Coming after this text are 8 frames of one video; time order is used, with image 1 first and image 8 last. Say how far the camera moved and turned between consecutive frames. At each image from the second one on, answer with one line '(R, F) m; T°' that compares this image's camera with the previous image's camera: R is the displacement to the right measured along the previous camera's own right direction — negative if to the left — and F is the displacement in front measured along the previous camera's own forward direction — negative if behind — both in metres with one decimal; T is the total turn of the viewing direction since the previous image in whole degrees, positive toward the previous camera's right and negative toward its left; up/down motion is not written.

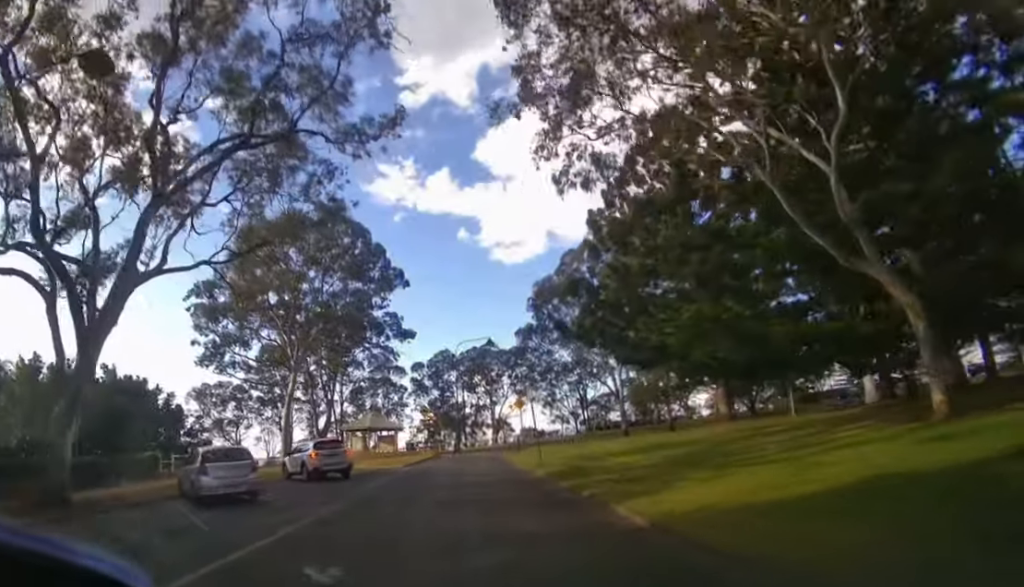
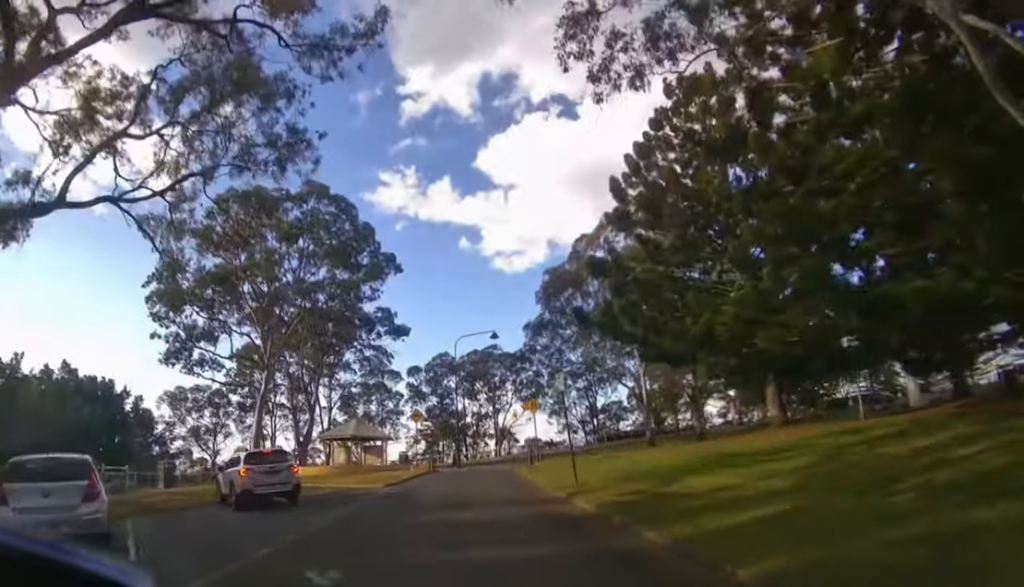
(0.0, +6.2) m; 0°
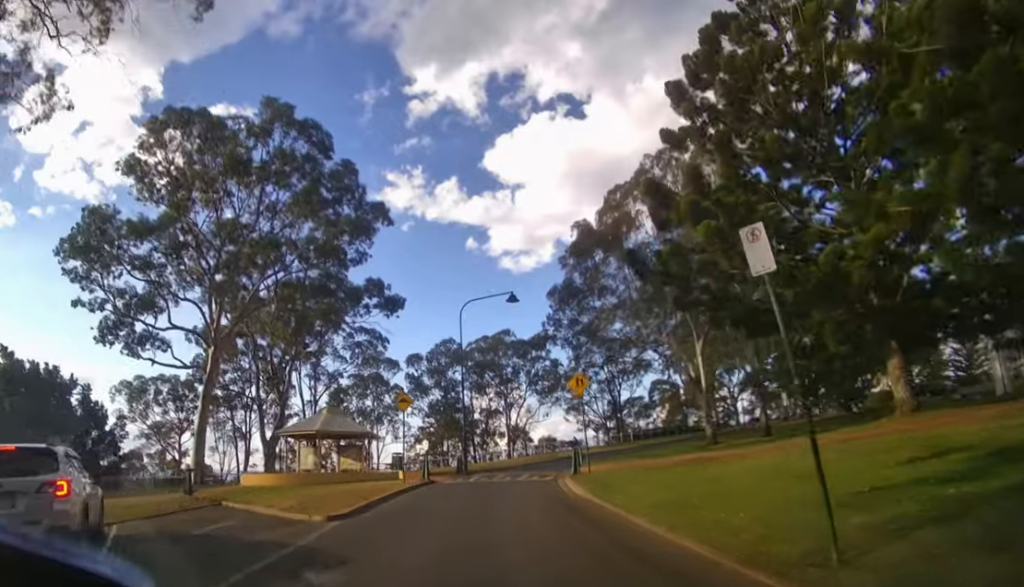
(0.0, +9.1) m; 0°
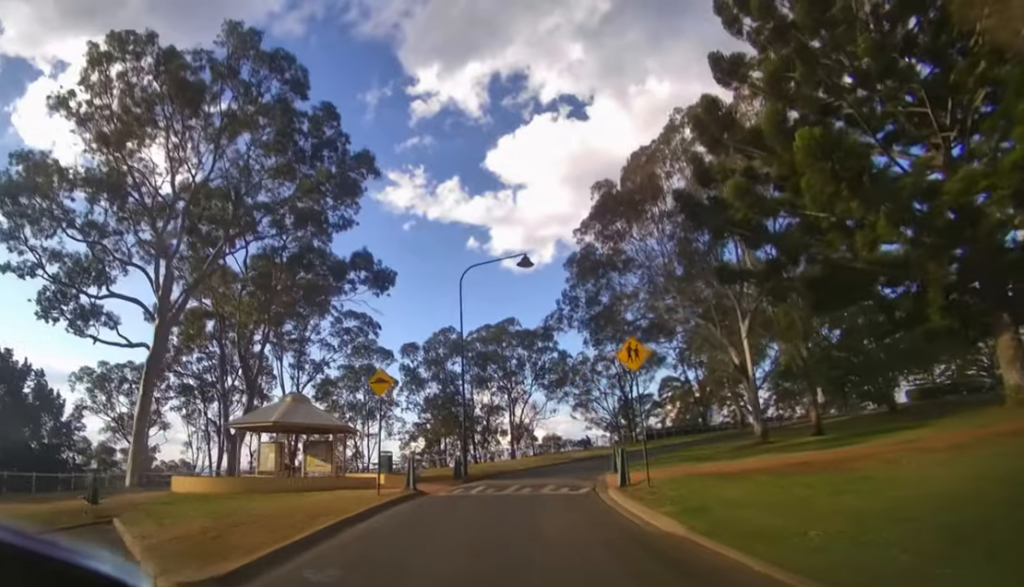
(0.0, +5.7) m; +1°
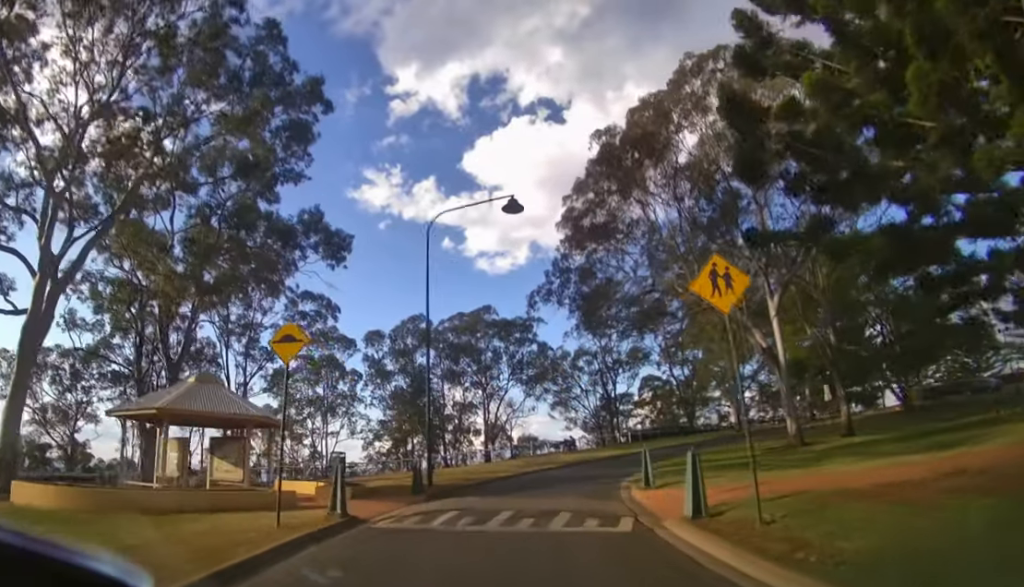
(+0.1, +6.0) m; +2°
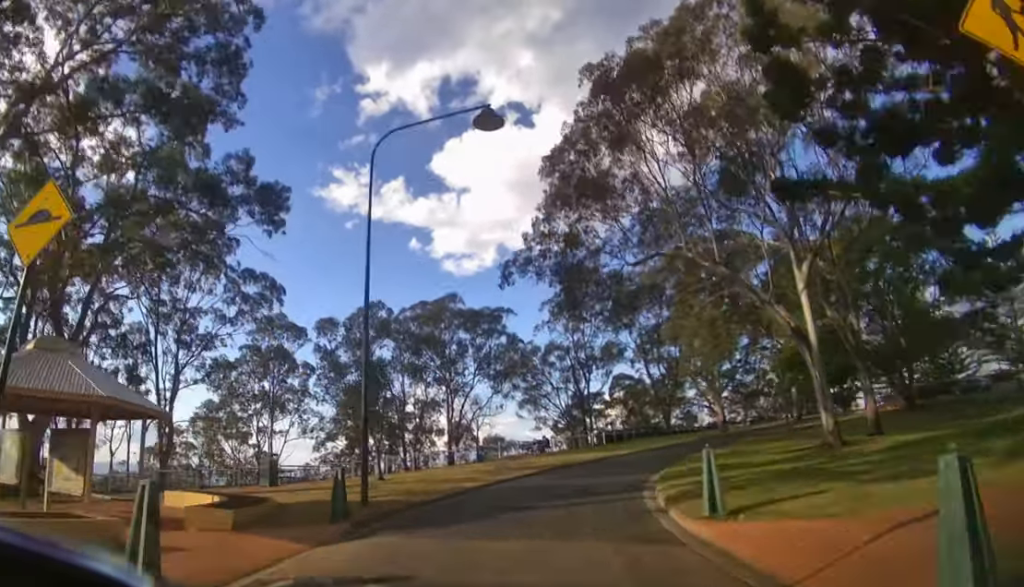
(0.0, +4.5) m; +4°
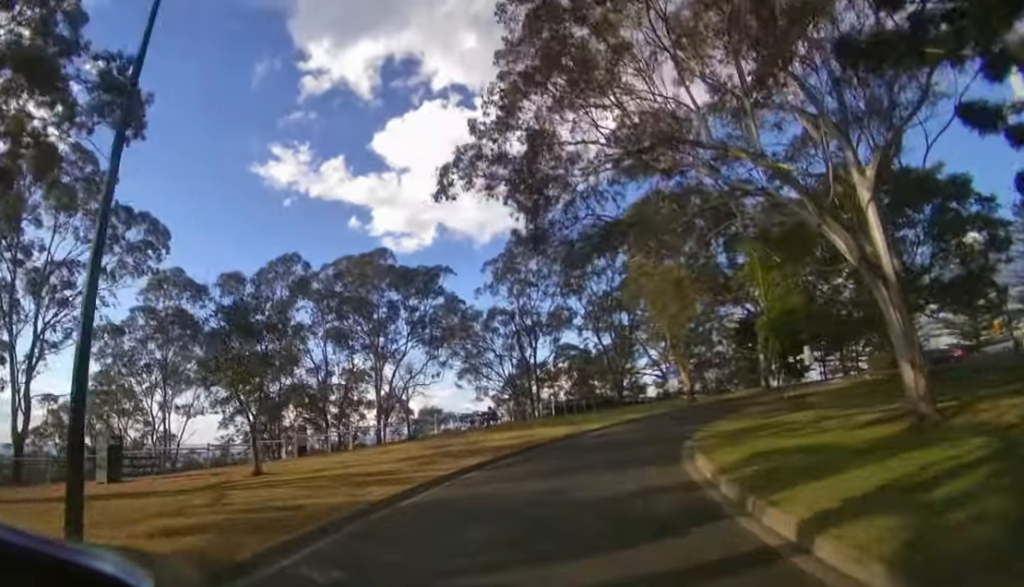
(+0.4, +6.2) m; +7°
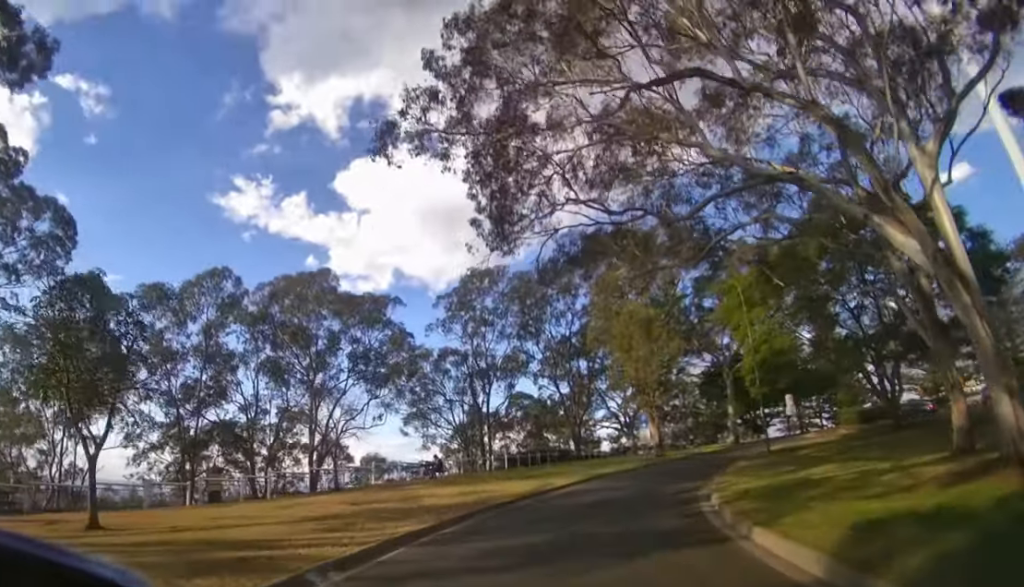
(+0.1, +3.8) m; +4°
